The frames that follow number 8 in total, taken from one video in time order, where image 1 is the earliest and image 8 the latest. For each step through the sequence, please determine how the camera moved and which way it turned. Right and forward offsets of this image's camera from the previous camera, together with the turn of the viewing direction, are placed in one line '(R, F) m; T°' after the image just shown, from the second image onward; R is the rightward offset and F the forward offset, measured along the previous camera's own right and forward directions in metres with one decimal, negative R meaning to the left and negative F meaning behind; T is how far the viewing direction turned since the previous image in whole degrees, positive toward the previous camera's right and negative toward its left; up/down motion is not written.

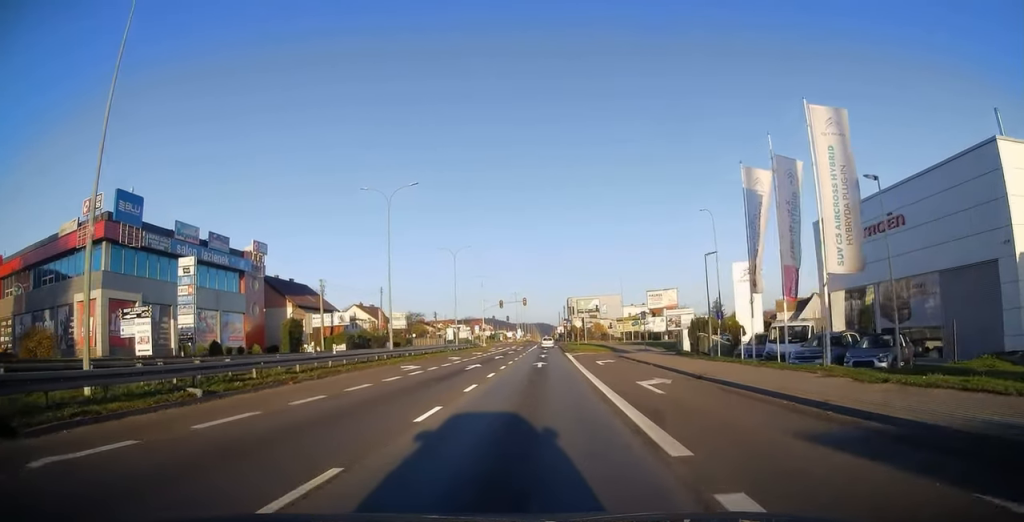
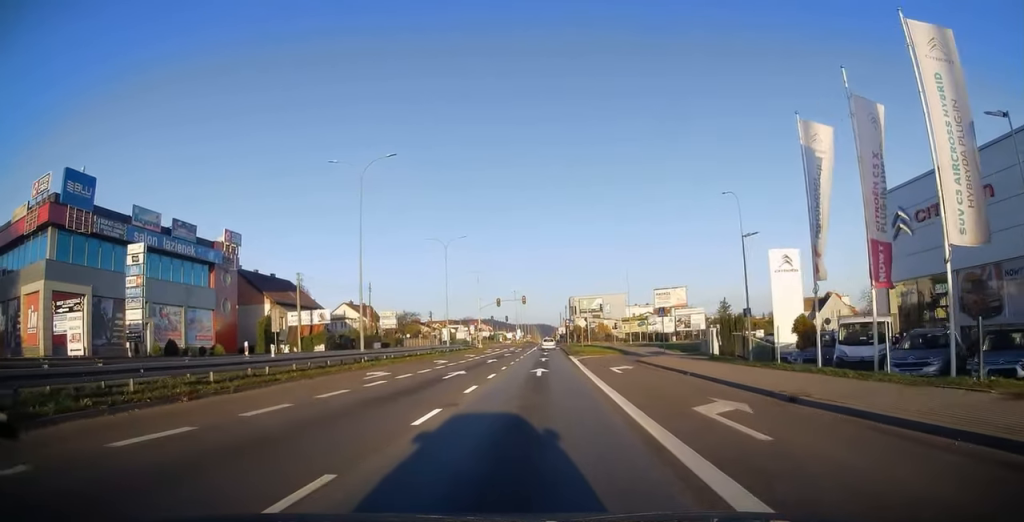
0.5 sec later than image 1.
(0.0, +6.4) m; 0°
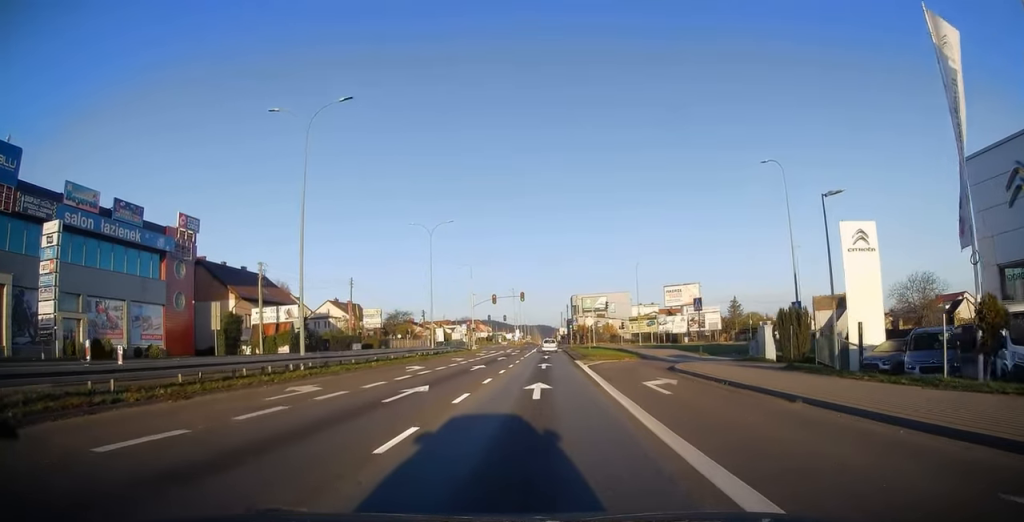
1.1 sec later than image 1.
(0.0, +8.3) m; 0°
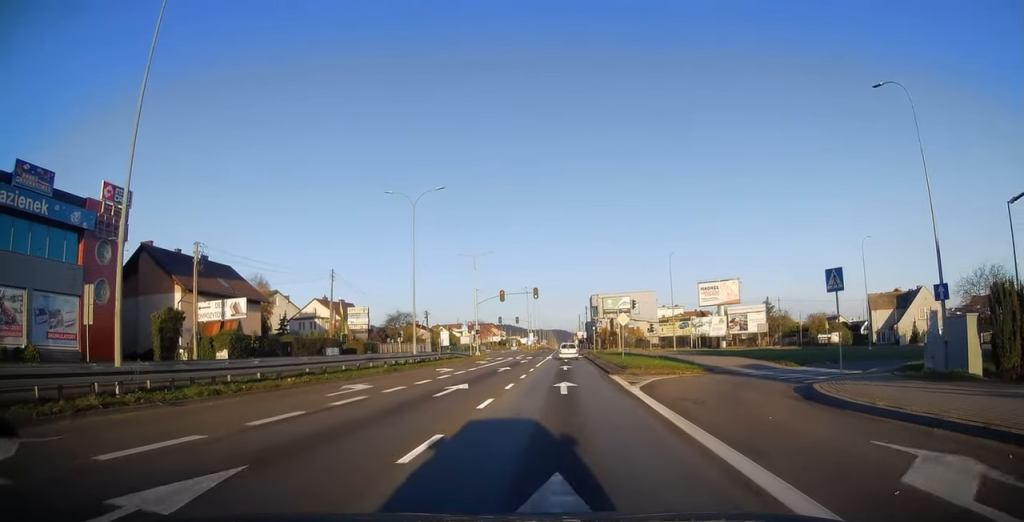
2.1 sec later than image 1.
(0.0, +12.6) m; -1°
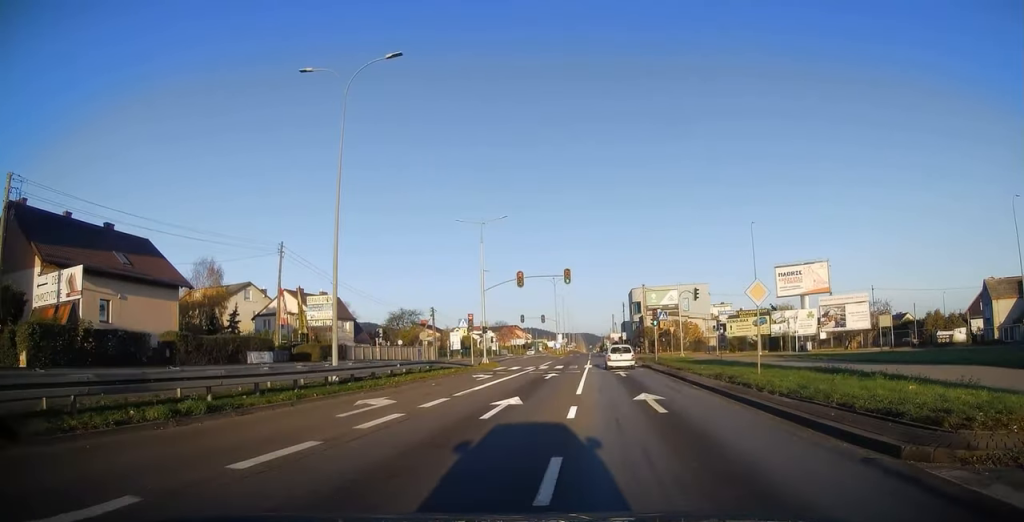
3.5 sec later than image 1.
(-0.5, +19.6) m; -3°
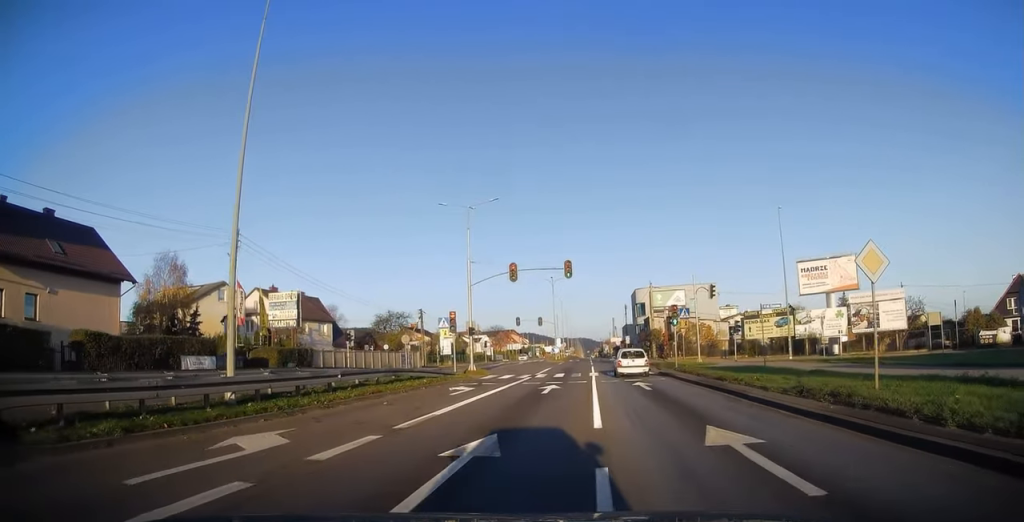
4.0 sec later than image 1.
(0.0, +7.0) m; 0°
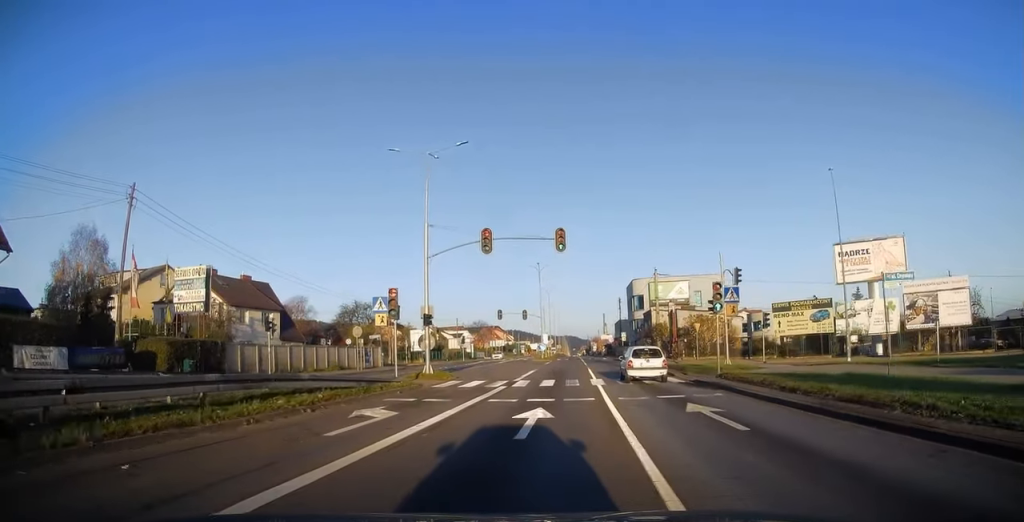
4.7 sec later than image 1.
(0.0, +10.4) m; +1°
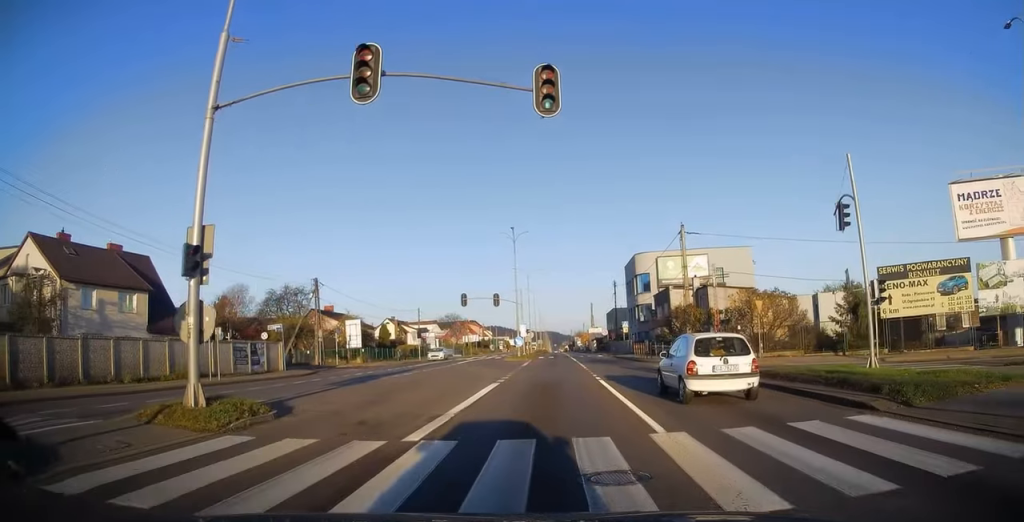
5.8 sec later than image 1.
(+0.5, +18.4) m; +2°
